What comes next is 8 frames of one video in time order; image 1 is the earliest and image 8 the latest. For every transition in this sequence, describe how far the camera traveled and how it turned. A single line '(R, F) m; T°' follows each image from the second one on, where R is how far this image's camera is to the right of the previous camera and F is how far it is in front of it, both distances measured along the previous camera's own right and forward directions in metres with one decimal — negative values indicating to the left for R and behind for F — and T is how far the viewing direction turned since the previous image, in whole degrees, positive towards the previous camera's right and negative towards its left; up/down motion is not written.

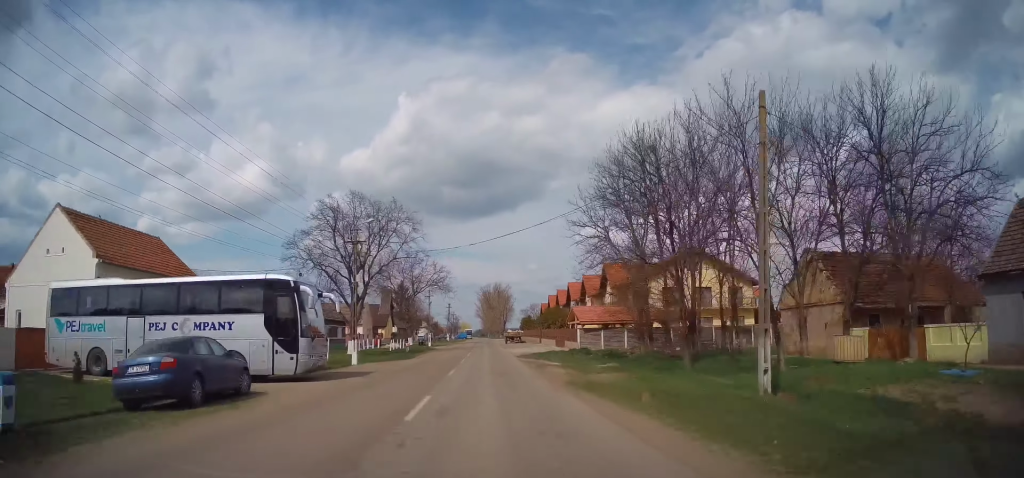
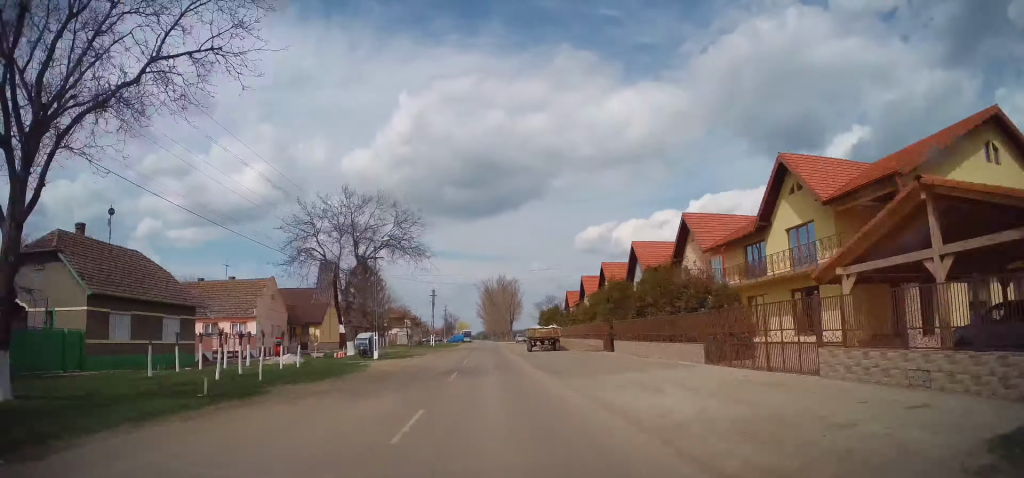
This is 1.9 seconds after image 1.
(0.0, +38.0) m; 0°
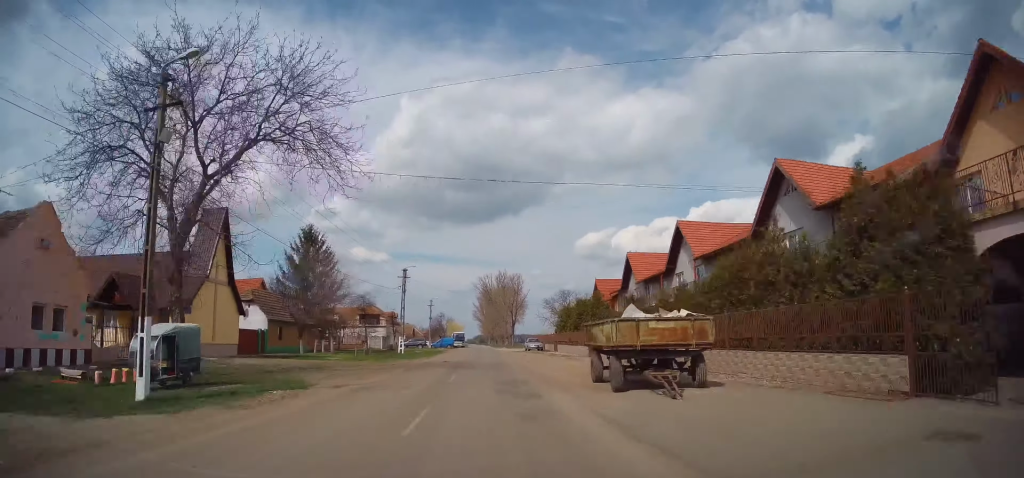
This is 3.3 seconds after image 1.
(+0.3, +26.5) m; 0°
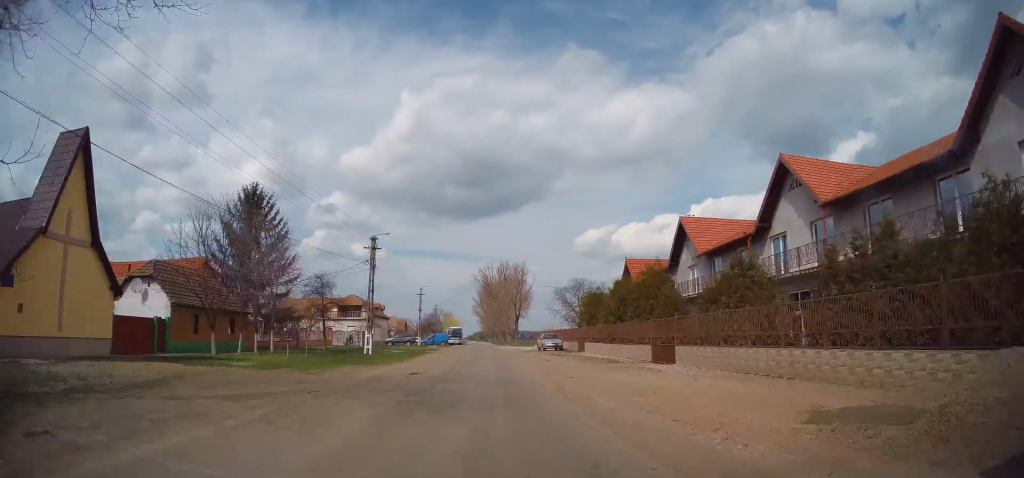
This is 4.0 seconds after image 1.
(-0.2, +14.6) m; 0°
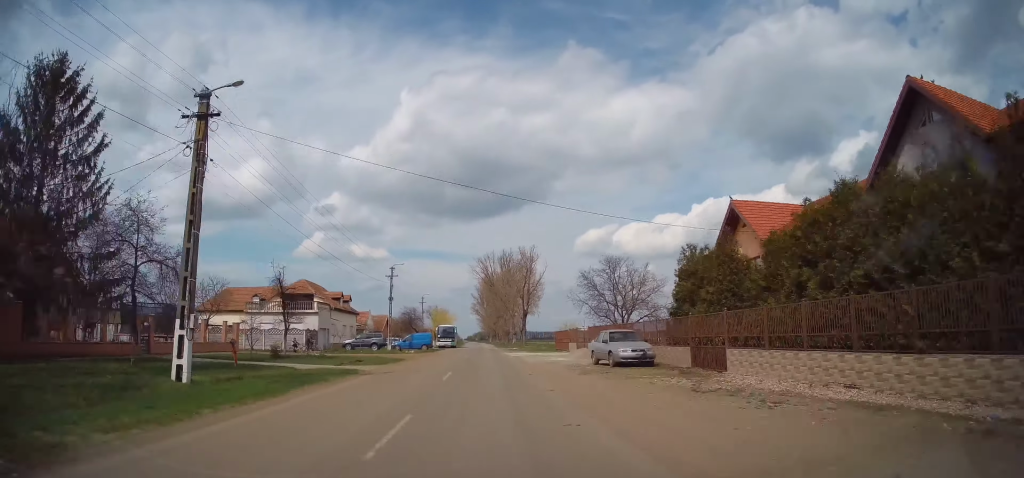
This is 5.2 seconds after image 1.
(+0.4, +23.4) m; +1°
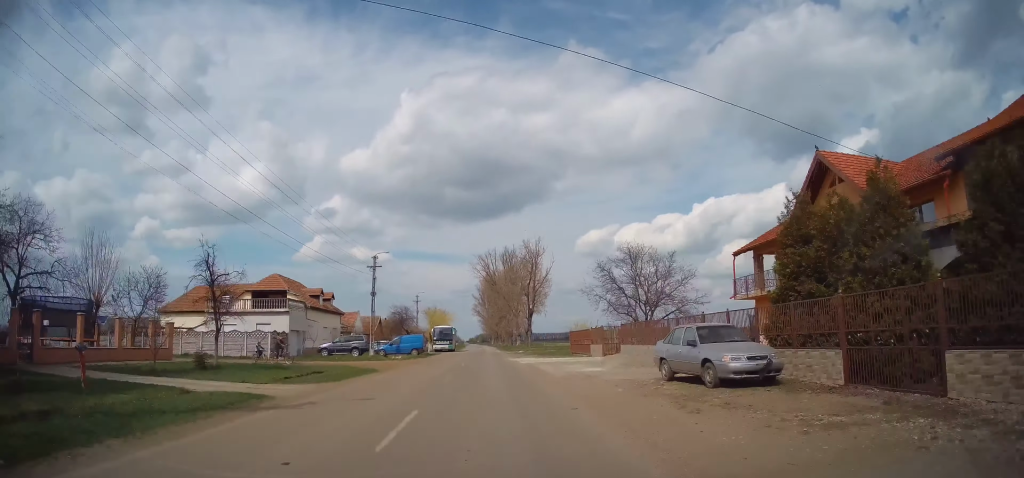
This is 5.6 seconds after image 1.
(0.0, +8.7) m; 0°
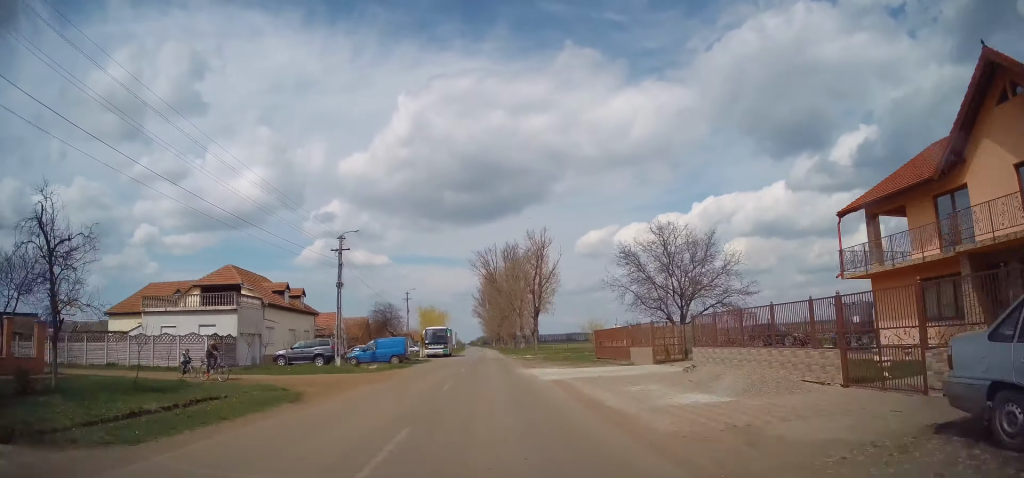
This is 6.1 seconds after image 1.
(0.0, +10.1) m; 0°
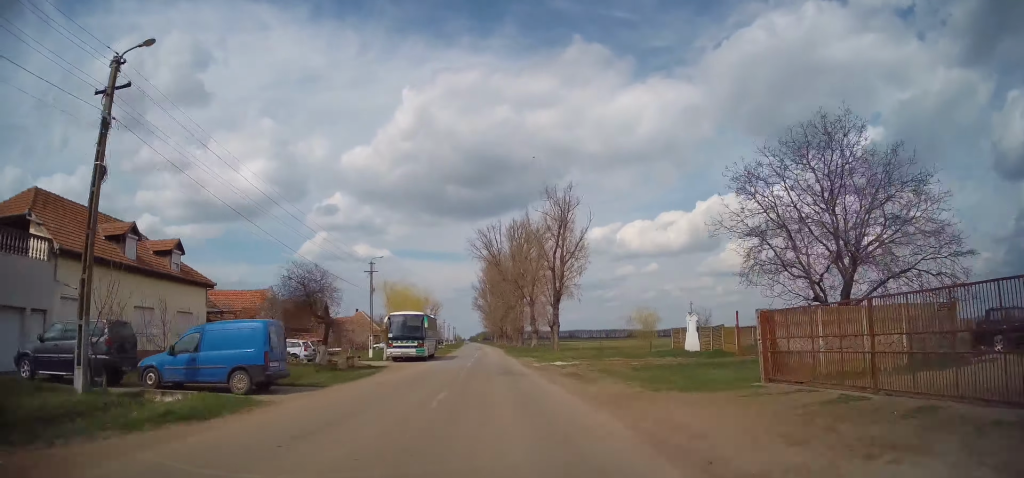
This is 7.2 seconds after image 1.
(-0.2, +22.4) m; 0°
